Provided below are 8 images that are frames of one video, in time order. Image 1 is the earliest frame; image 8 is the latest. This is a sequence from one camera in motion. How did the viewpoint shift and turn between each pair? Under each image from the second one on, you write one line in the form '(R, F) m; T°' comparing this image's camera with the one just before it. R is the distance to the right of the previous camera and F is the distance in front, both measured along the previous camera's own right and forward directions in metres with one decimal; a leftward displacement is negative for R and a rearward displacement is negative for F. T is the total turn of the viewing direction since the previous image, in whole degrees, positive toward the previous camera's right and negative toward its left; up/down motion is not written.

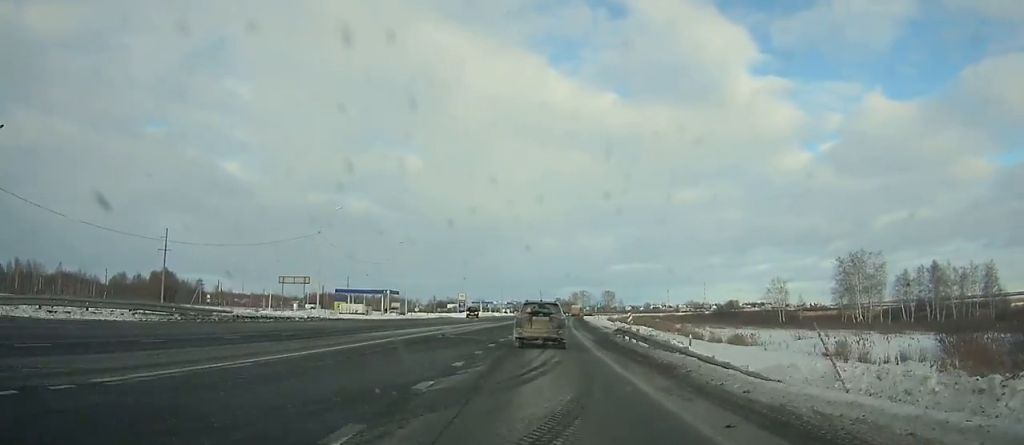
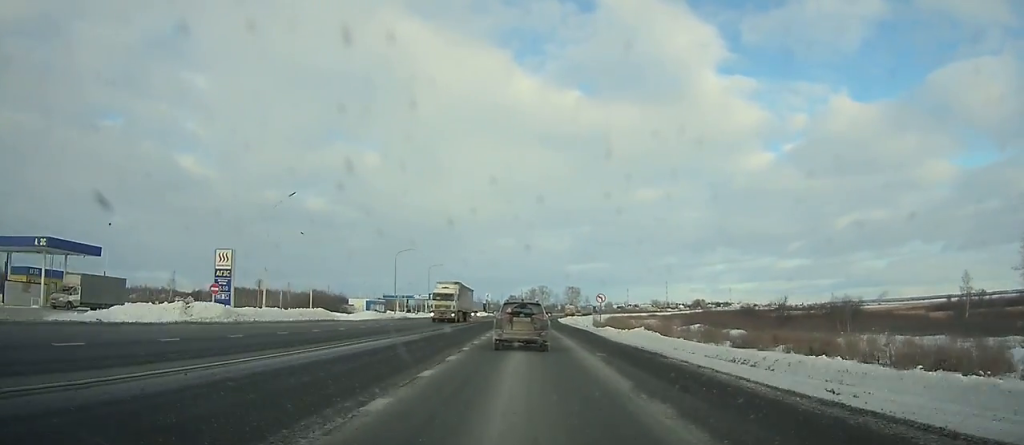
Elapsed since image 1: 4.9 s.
(+3.9, +87.2) m; +4°
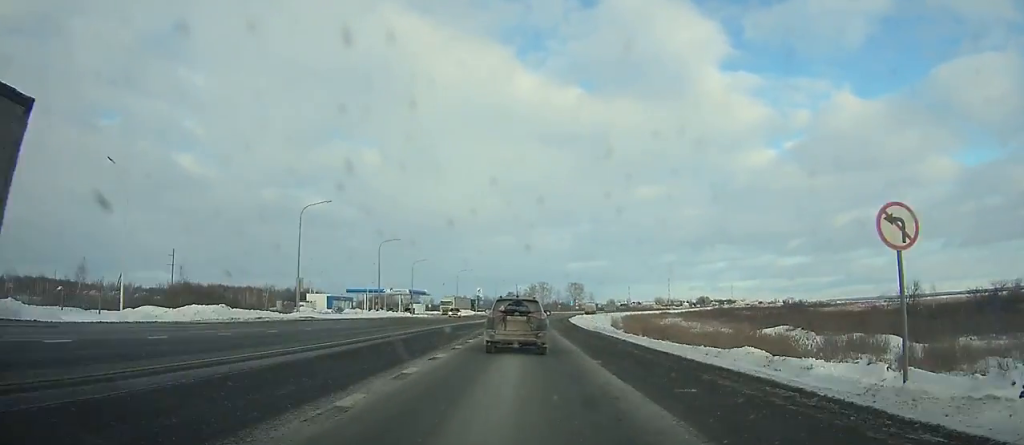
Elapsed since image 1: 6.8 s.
(+0.3, +33.6) m; +1°
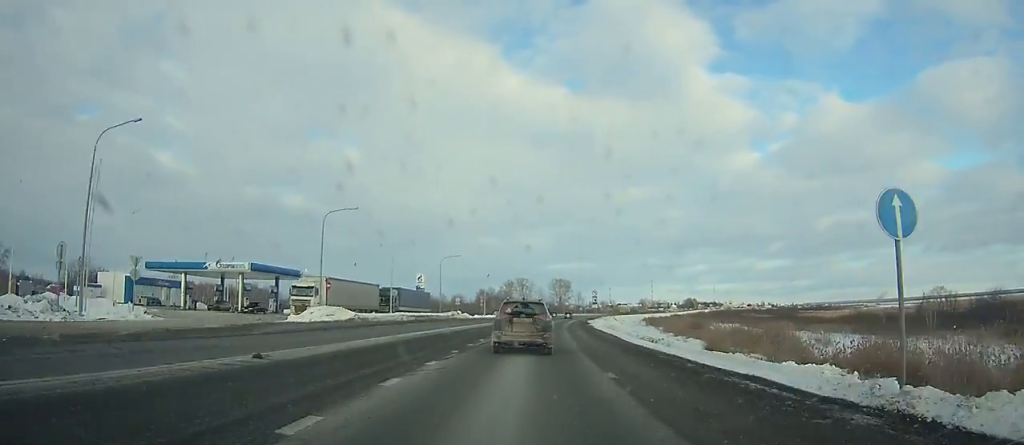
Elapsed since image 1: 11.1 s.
(+1.0, +75.4) m; +3°
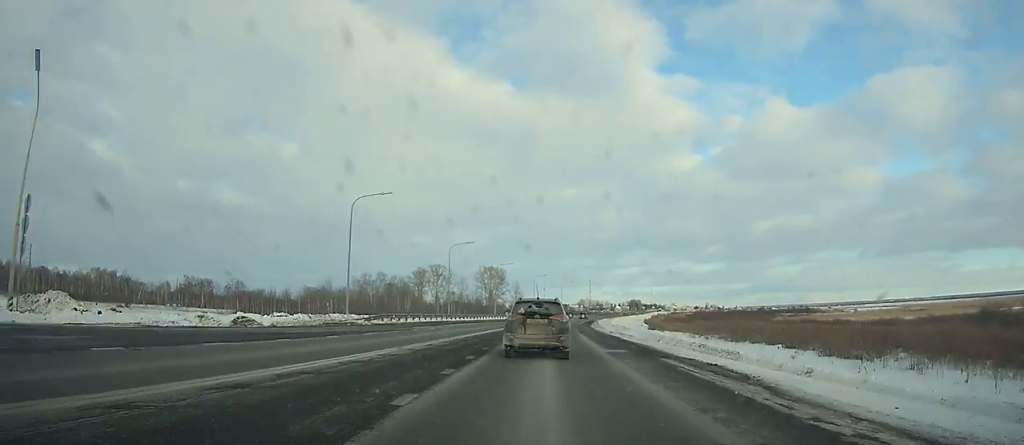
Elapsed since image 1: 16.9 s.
(+5.6, +101.7) m; +7°
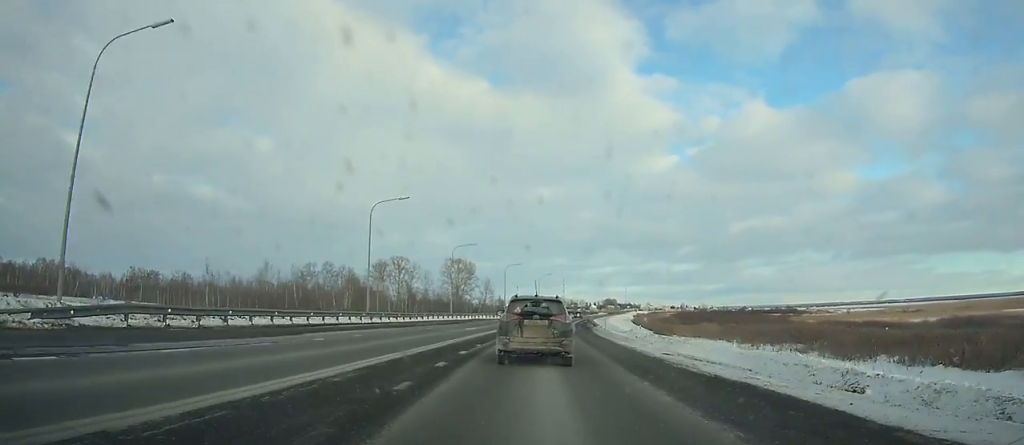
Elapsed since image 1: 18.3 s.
(-0.1, +24.7) m; +2°
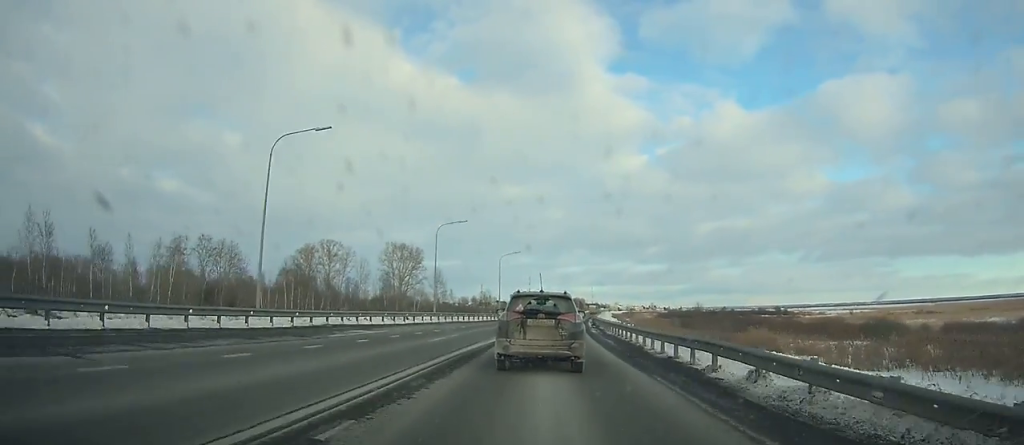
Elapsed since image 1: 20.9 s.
(+1.6, +45.3) m; +4°
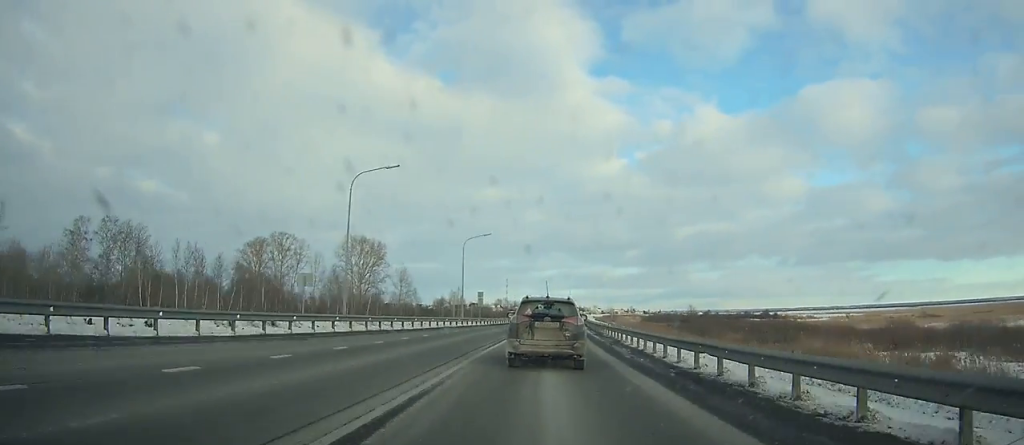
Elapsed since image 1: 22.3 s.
(+0.7, +24.3) m; +2°
